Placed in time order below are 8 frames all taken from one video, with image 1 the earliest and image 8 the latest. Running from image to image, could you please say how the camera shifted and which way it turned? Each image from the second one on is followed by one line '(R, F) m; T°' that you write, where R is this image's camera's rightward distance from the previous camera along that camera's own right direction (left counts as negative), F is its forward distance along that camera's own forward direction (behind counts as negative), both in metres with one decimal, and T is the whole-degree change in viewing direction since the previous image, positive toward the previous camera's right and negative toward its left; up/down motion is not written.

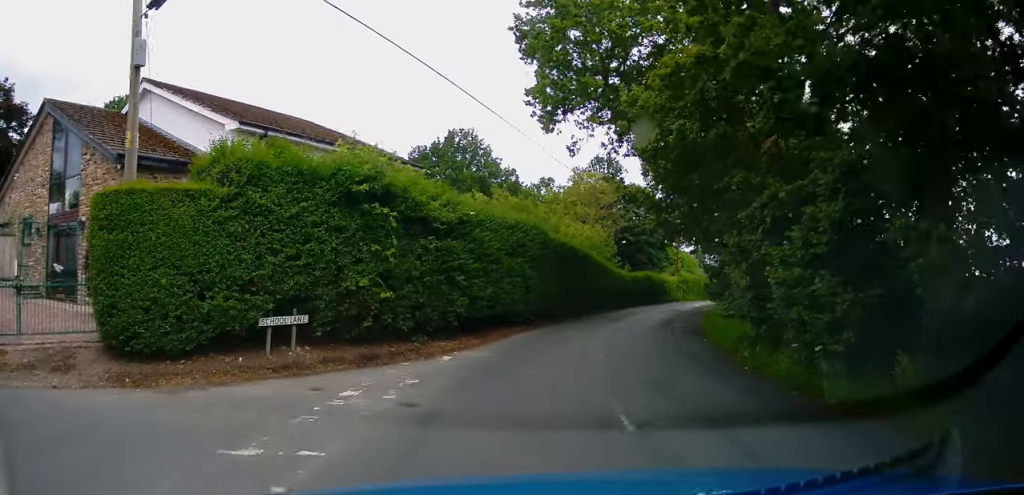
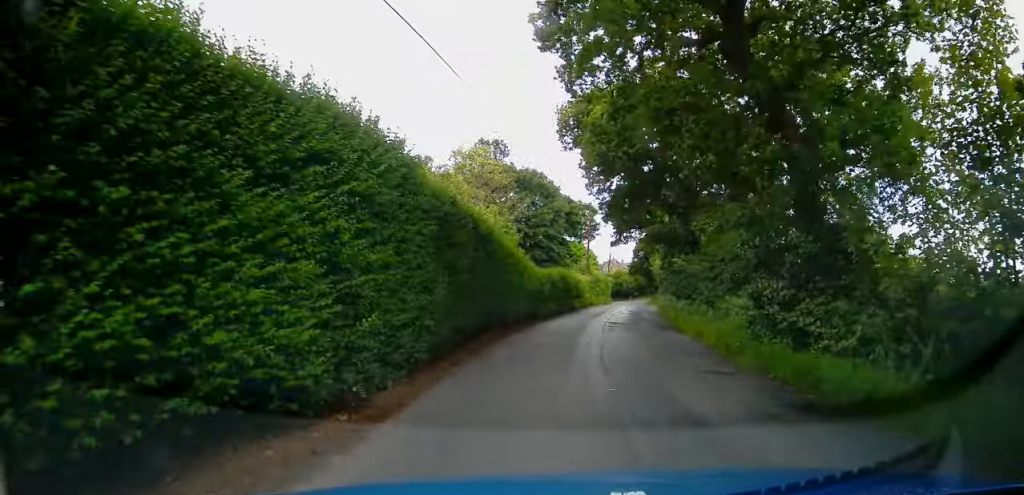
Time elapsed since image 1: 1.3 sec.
(+1.4, +12.6) m; +10°
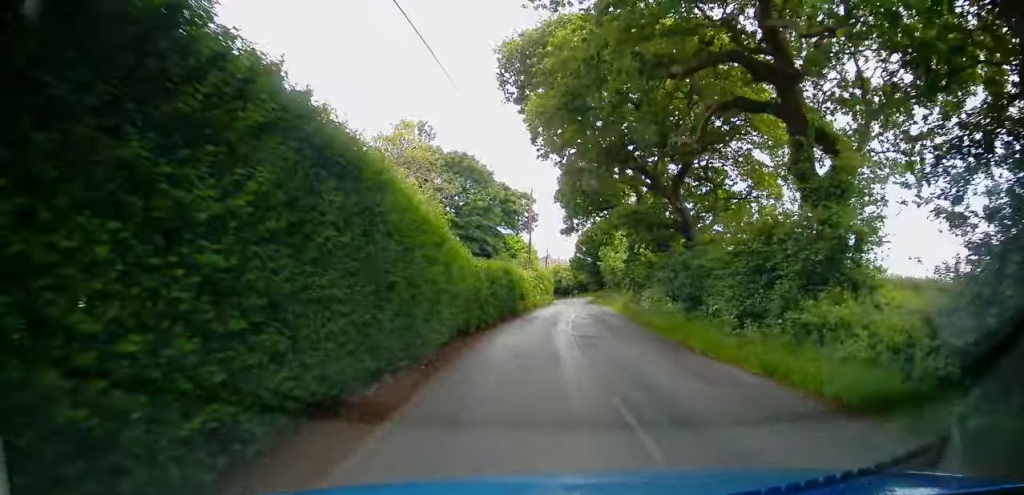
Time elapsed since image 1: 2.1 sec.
(+0.4, +8.5) m; +5°
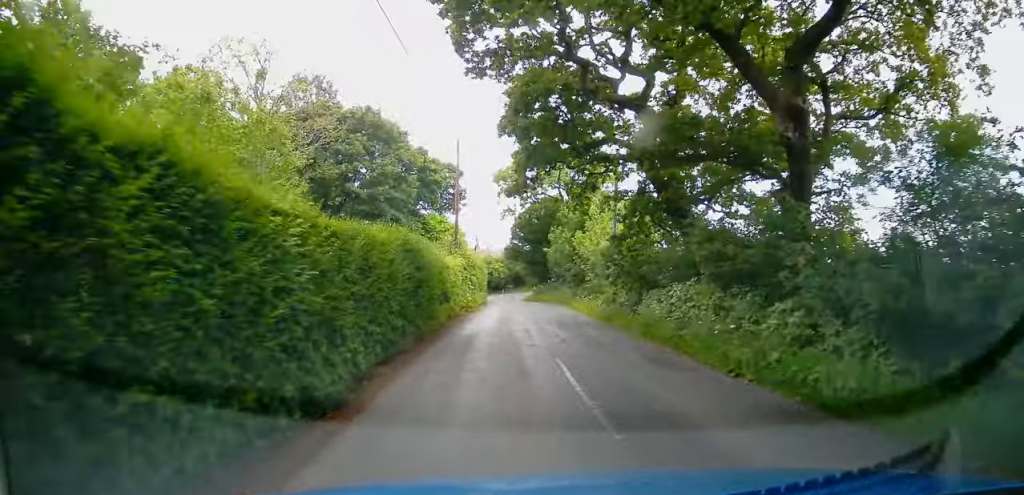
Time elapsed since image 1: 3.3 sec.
(+0.8, +13.2) m; +6°
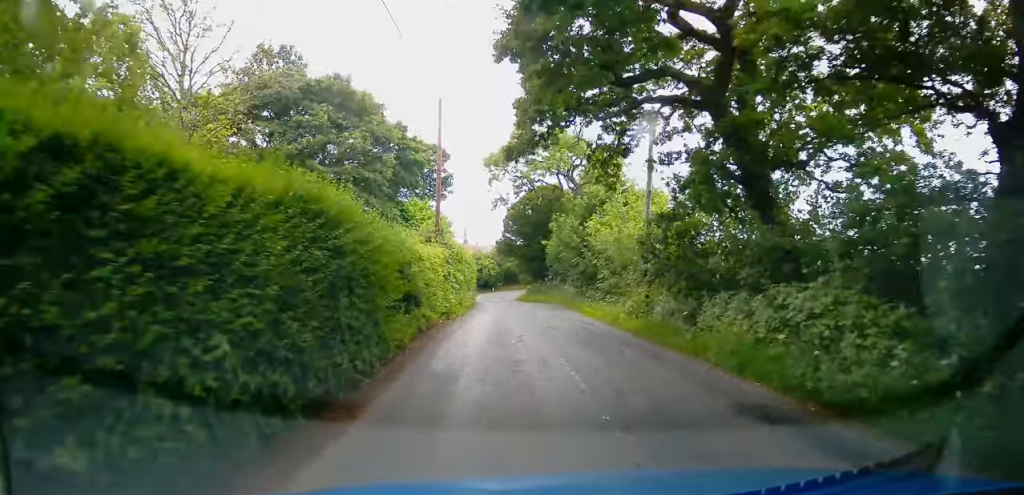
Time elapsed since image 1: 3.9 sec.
(+0.2, +6.7) m; +2°
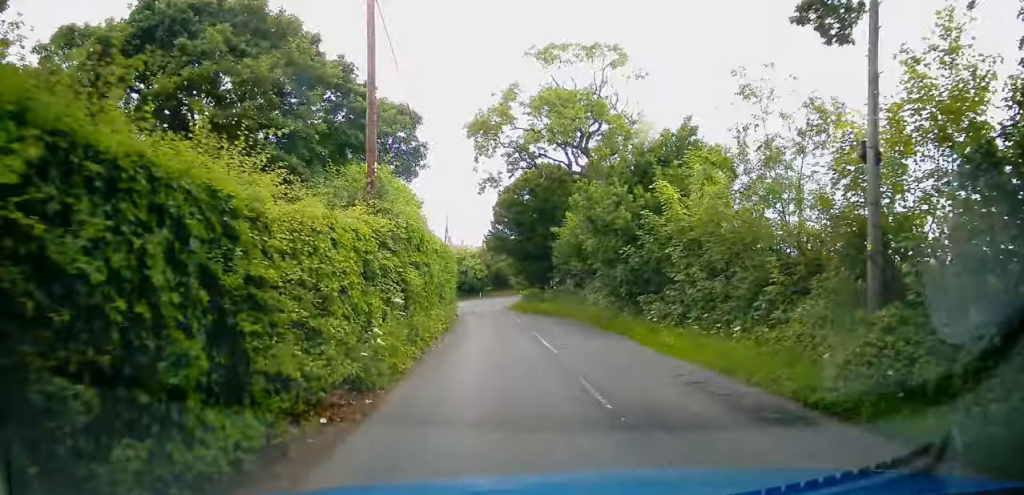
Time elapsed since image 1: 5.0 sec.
(+0.1, +13.0) m; +2°
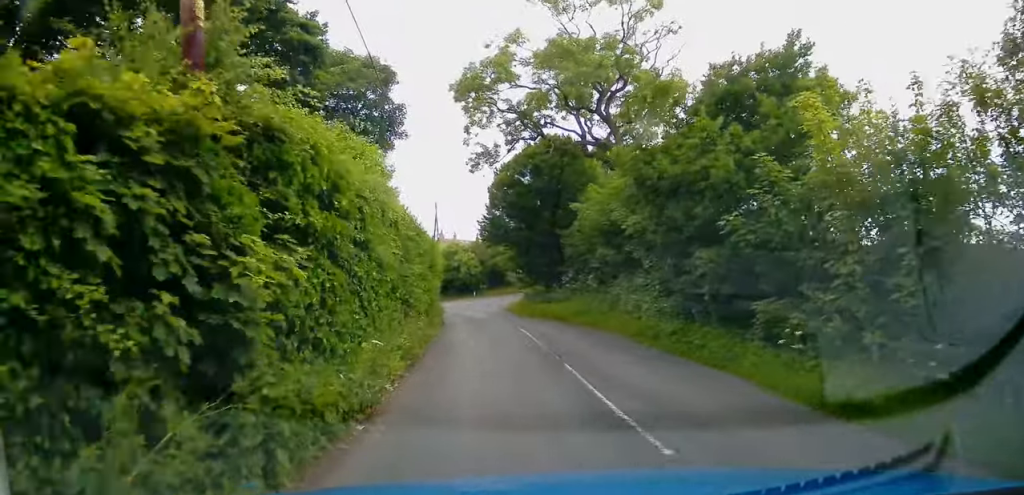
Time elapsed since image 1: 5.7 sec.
(0.0, +7.9) m; +2°
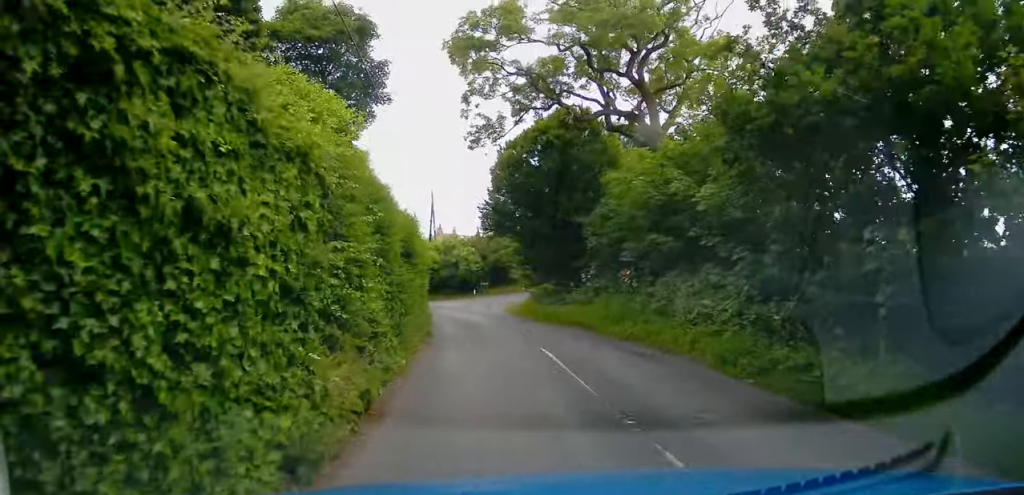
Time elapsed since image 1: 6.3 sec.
(+0.2, +5.8) m; +1°
